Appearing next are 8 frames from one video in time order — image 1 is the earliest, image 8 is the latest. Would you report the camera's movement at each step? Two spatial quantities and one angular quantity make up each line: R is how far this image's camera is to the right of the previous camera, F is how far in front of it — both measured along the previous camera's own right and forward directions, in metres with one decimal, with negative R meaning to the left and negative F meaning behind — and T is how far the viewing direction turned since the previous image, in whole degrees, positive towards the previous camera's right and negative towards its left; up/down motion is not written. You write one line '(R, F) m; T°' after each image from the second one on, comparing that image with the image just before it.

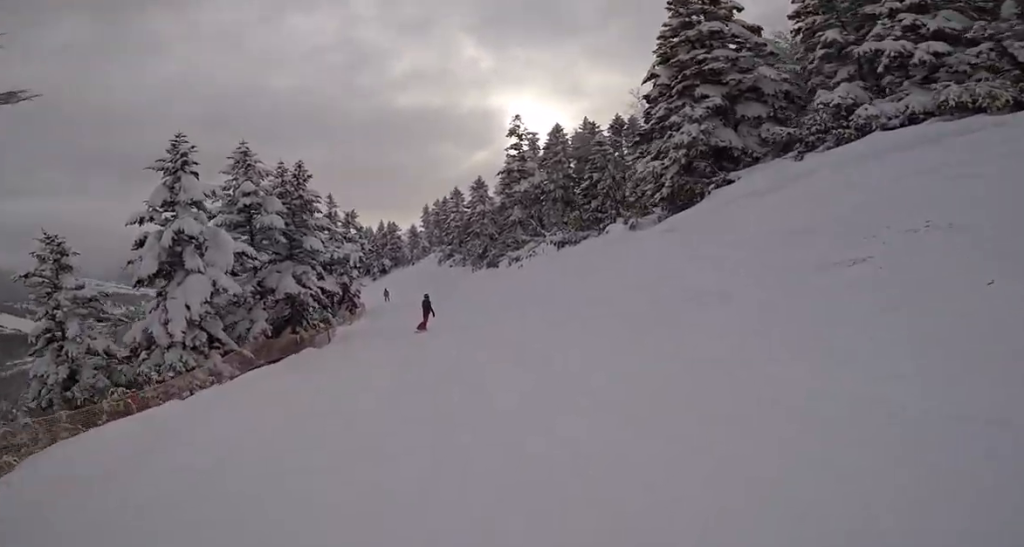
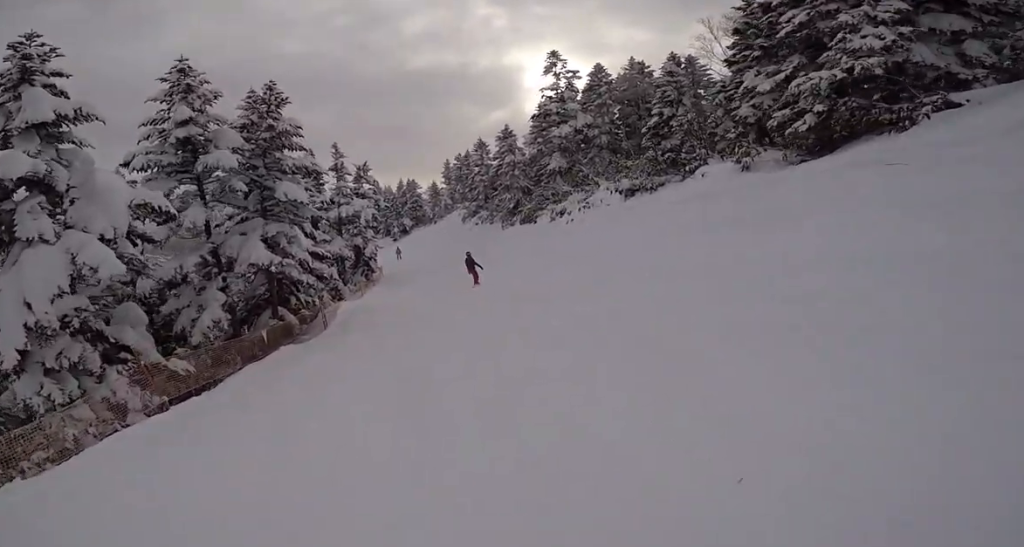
(-0.1, +5.0) m; -3°
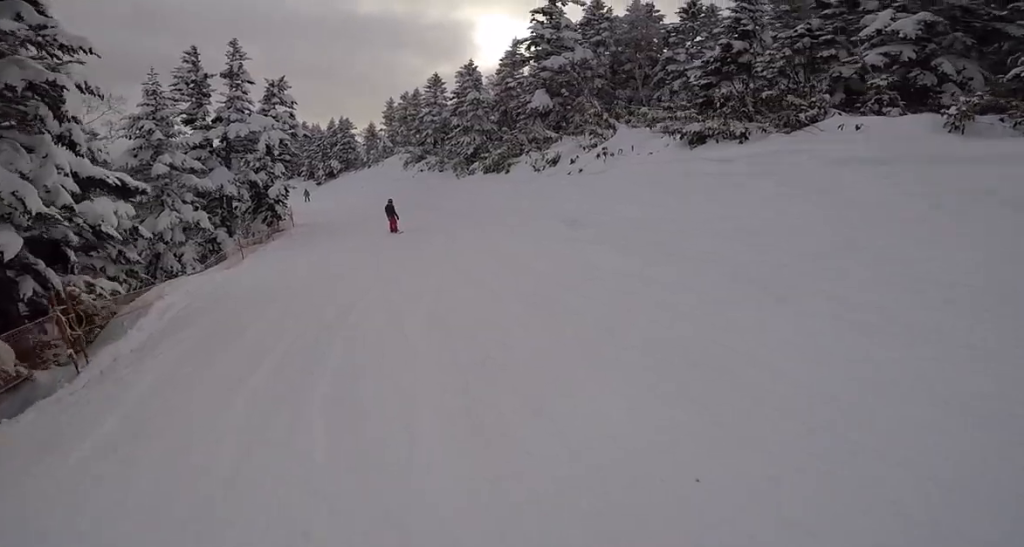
(-0.3, +7.2) m; -3°
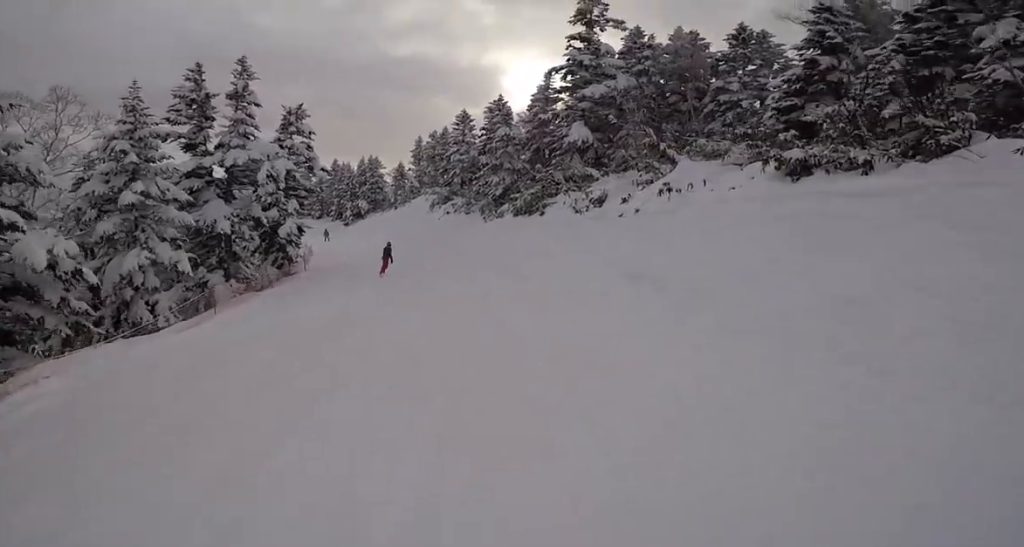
(0.0, +2.7) m; +1°
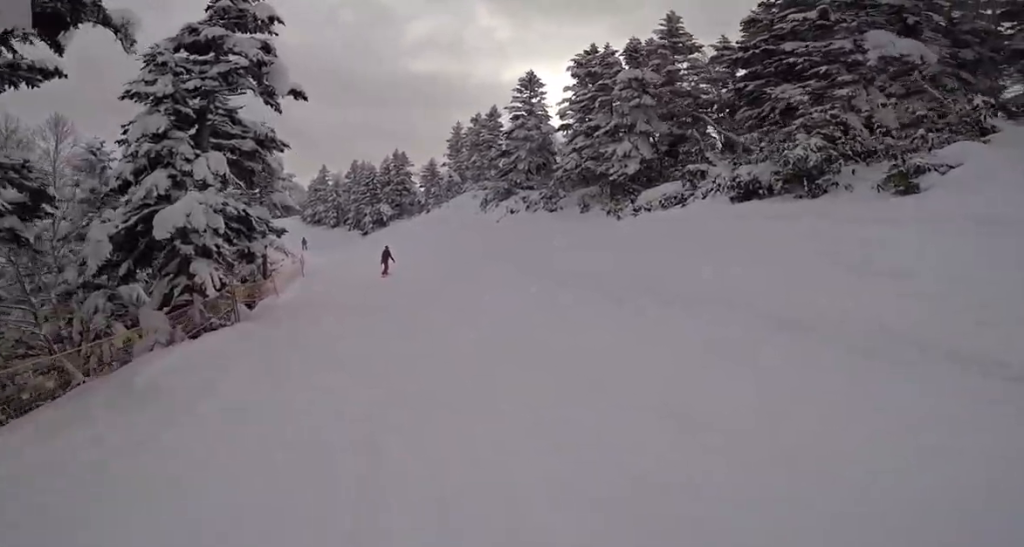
(+0.9, +13.4) m; -3°
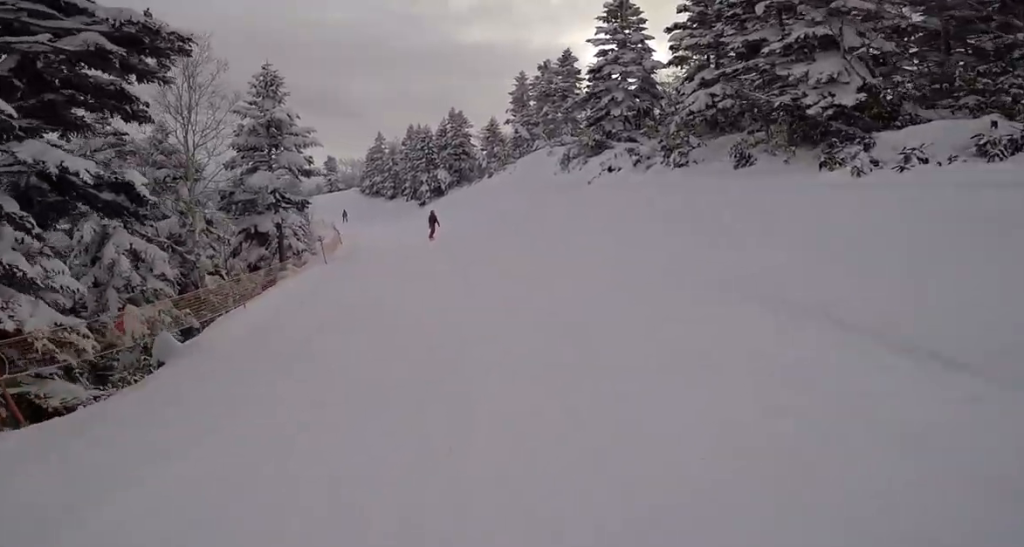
(-0.8, +6.1) m; -9°
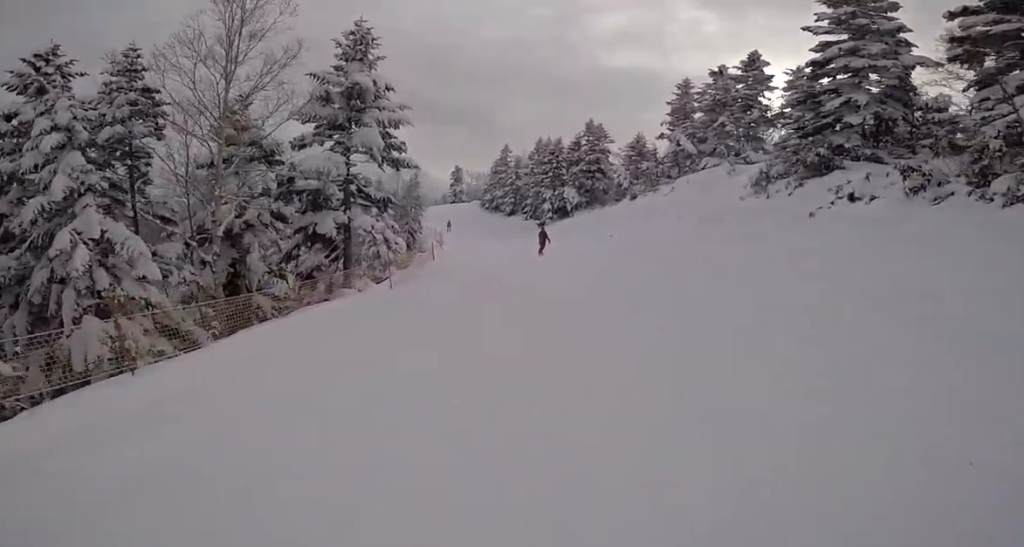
(-0.2, +5.5) m; 0°
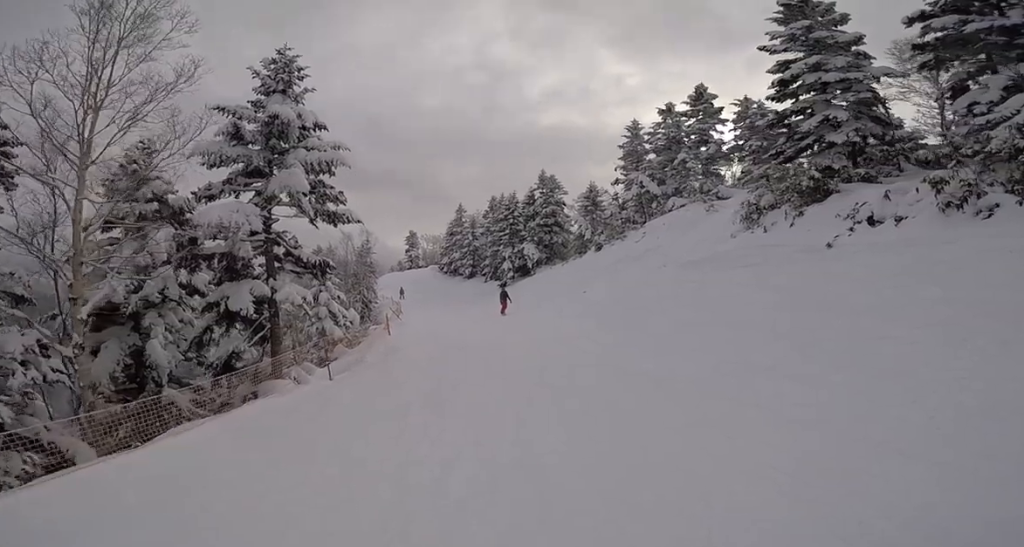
(+0.5, +2.7) m; 0°
